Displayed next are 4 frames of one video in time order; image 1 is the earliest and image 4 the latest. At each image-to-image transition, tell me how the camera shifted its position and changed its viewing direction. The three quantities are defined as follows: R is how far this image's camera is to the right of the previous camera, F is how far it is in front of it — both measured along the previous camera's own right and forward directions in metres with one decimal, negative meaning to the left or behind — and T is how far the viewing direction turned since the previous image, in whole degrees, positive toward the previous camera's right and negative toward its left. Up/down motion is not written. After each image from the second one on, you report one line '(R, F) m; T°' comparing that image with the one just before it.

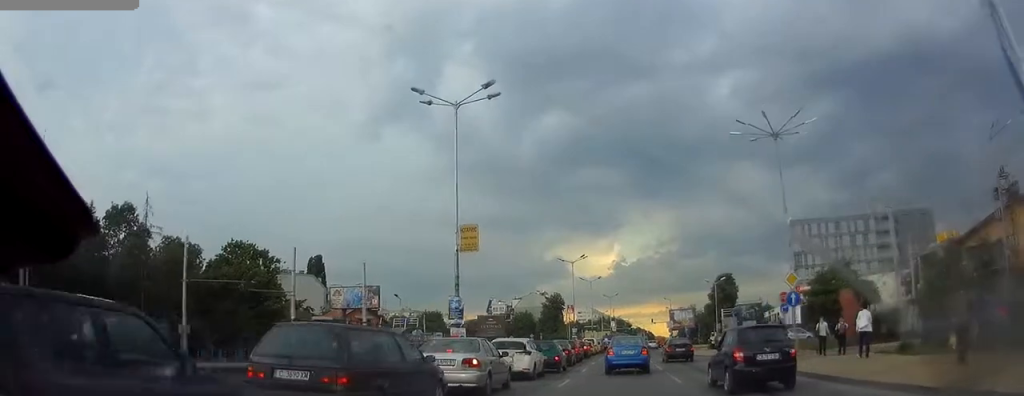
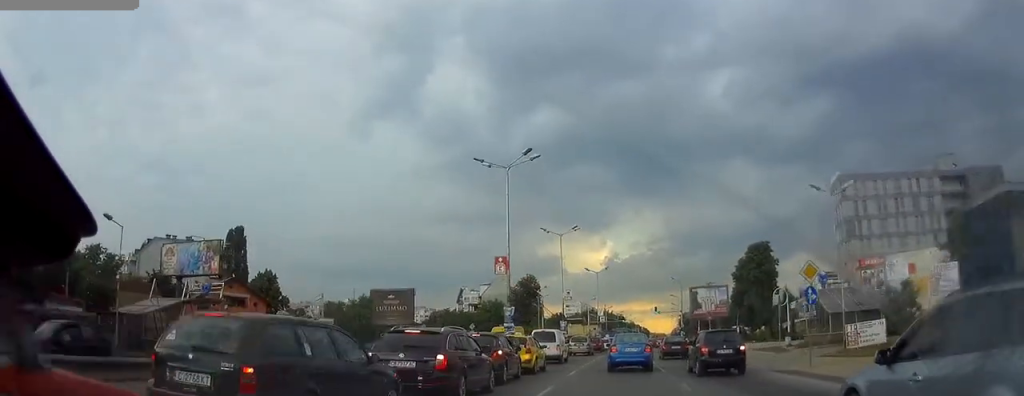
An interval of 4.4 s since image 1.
(+0.8, +39.1) m; -2°
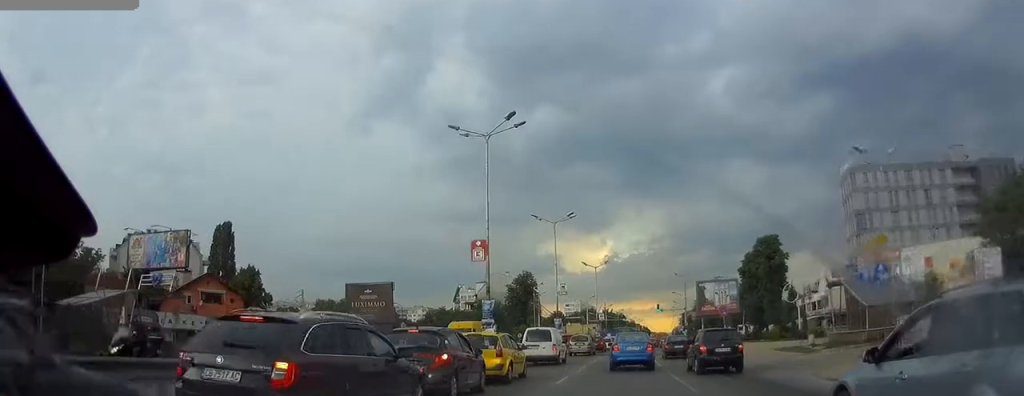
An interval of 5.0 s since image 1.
(-0.1, +5.5) m; 0°
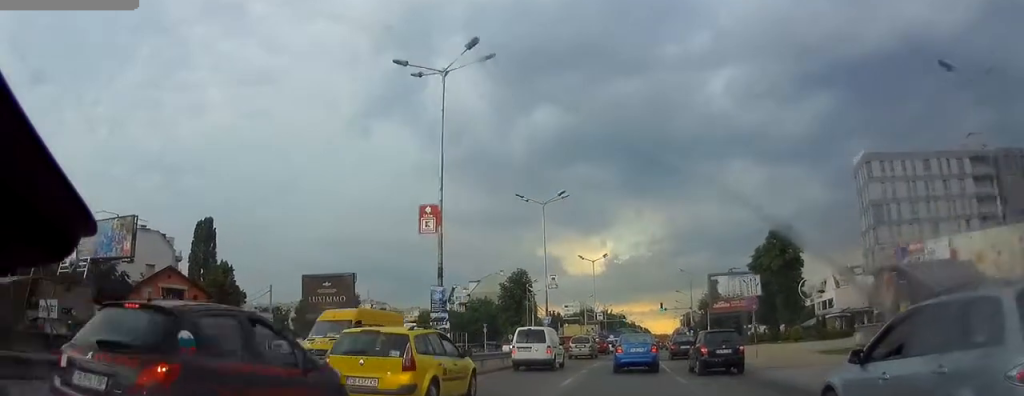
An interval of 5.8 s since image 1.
(-0.1, +7.6) m; 0°
